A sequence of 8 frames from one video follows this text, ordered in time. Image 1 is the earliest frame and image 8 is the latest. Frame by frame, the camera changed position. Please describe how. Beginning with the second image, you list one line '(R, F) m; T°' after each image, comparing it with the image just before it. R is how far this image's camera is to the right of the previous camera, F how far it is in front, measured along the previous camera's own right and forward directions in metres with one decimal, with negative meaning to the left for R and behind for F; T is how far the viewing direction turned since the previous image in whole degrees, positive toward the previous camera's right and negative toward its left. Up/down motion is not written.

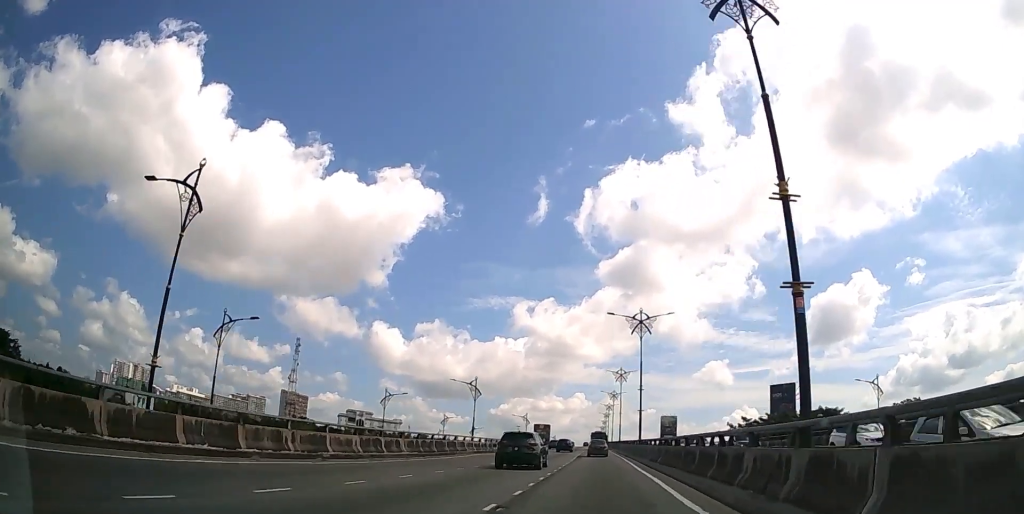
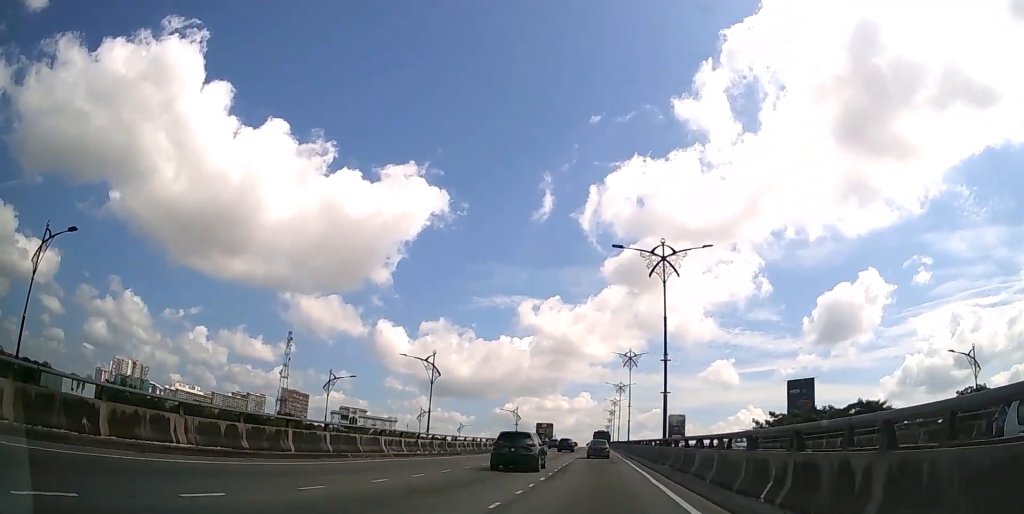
(0.0, +18.2) m; 0°
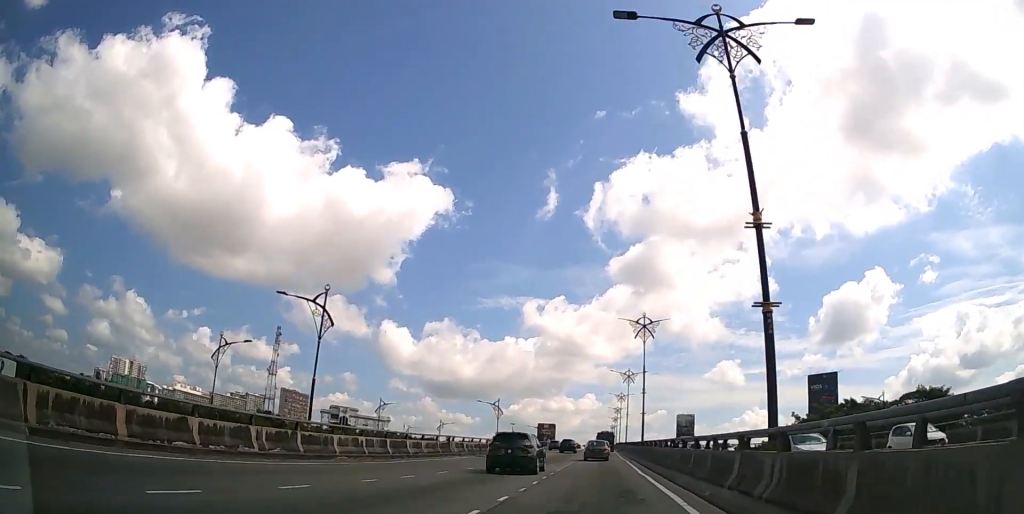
(-0.2, +20.3) m; 0°
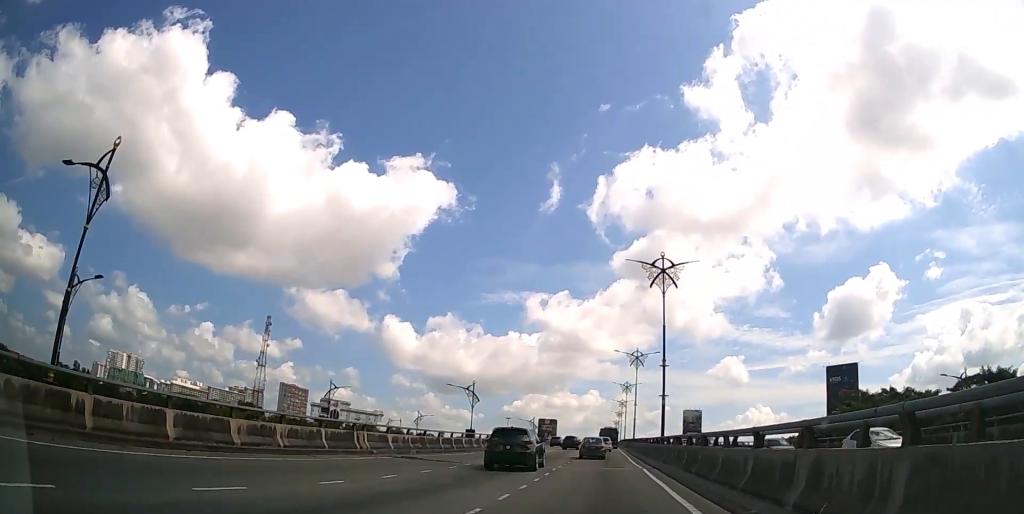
(0.0, +16.0) m; 0°
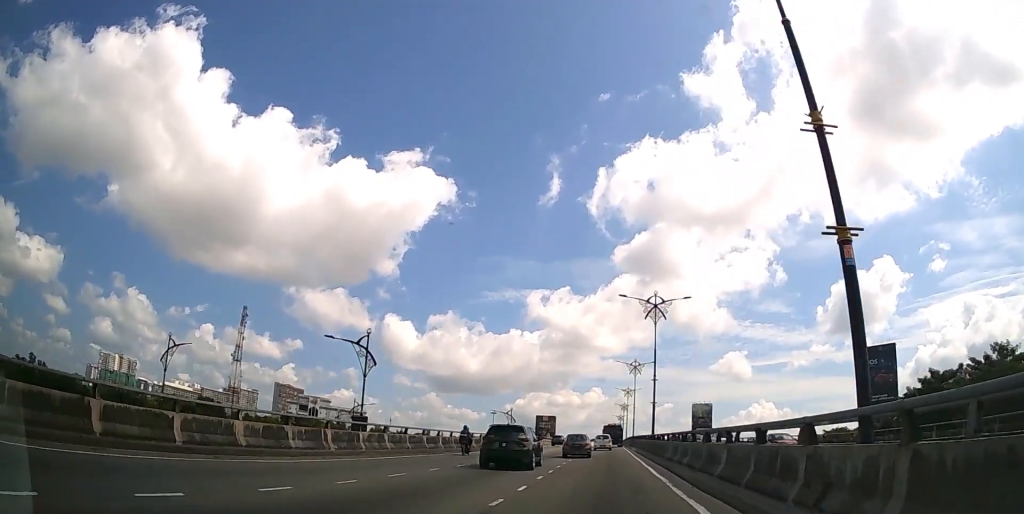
(0.0, +27.9) m; 0°
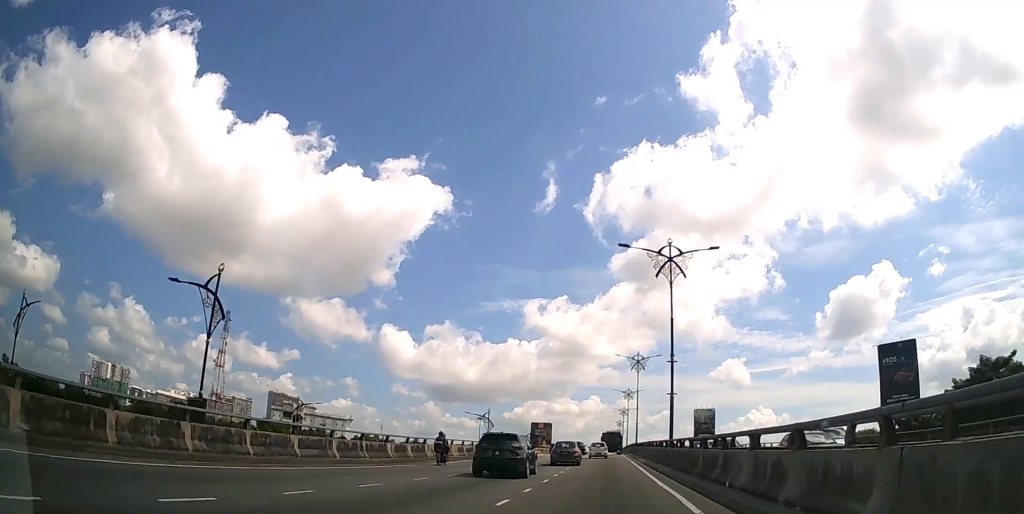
(0.0, +14.2) m; 0°
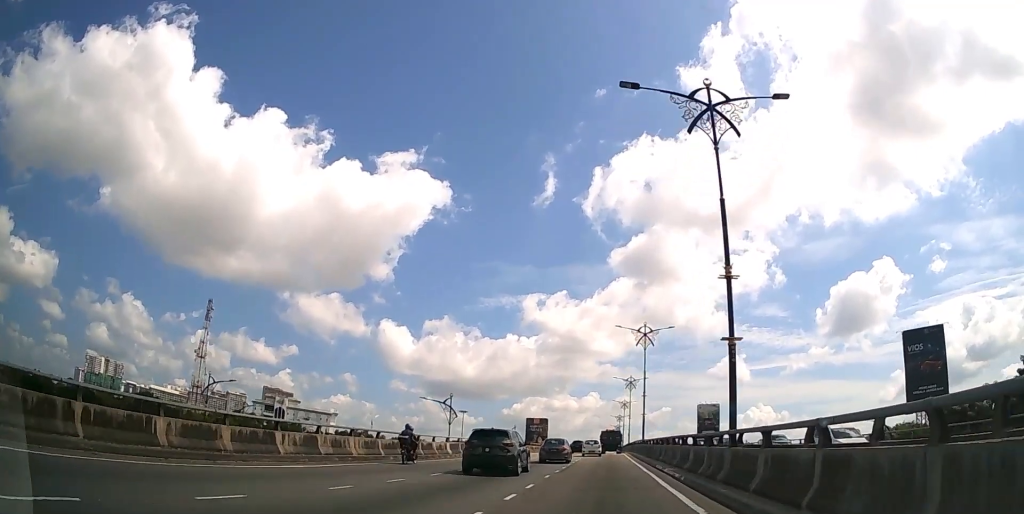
(0.0, +16.2) m; 0°
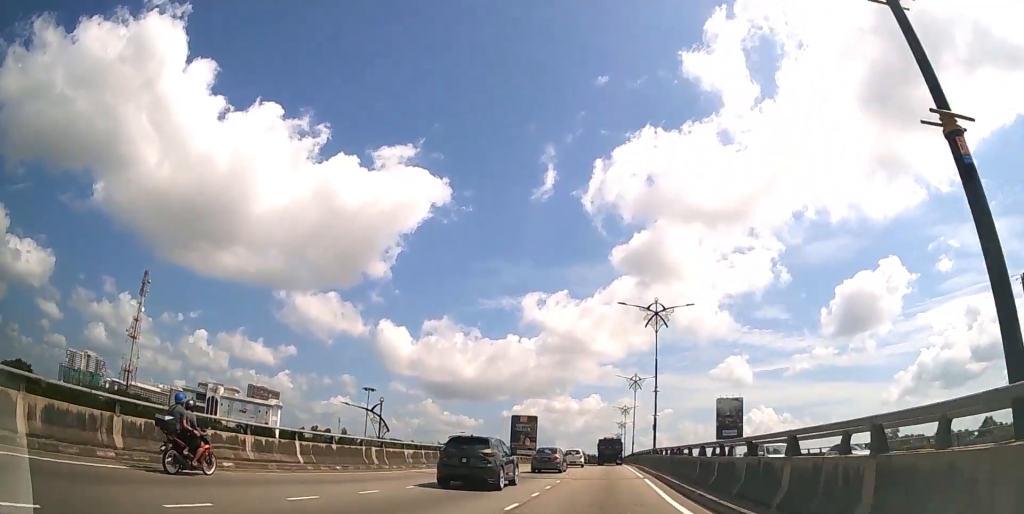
(-0.1, +53.3) m; 0°
